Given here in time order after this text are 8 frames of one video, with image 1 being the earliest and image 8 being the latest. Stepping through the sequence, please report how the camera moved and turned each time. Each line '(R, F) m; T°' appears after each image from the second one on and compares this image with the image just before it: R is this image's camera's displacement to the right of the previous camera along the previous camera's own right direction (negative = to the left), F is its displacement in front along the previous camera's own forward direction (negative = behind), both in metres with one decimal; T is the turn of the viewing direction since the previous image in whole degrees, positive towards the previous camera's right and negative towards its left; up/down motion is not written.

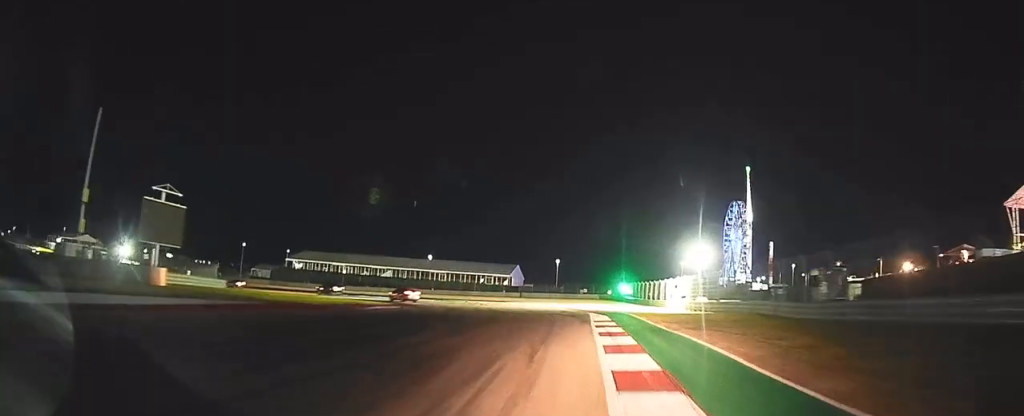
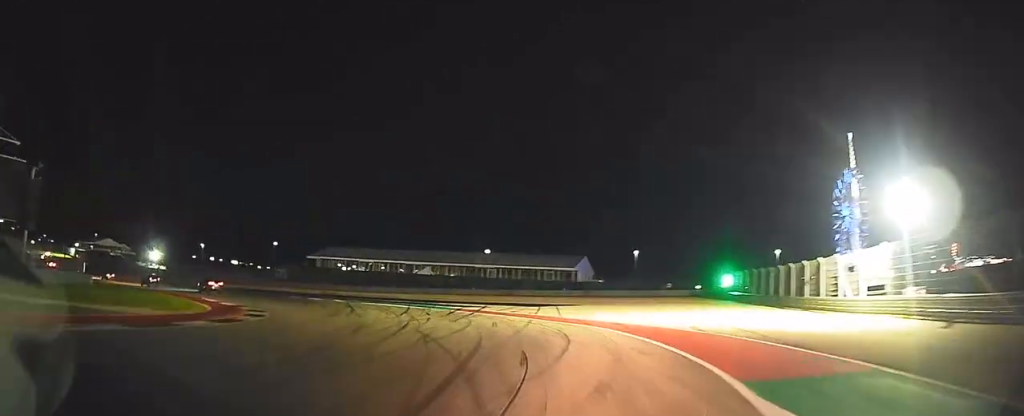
(+0.4, +33.4) m; -23°
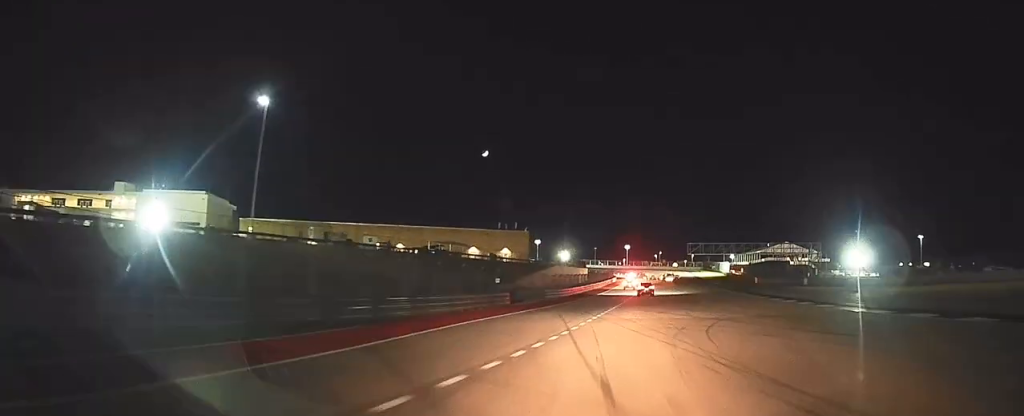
(-55.8, +86.4) m; -39°
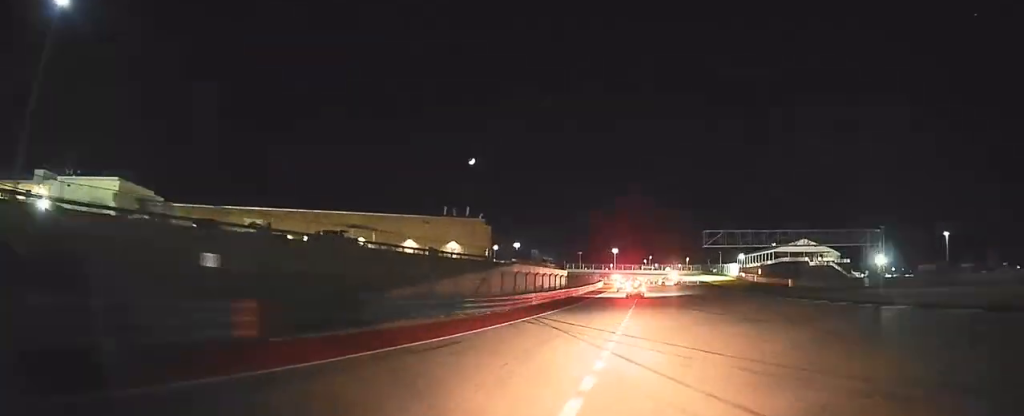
(+0.5, +26.6) m; +1°
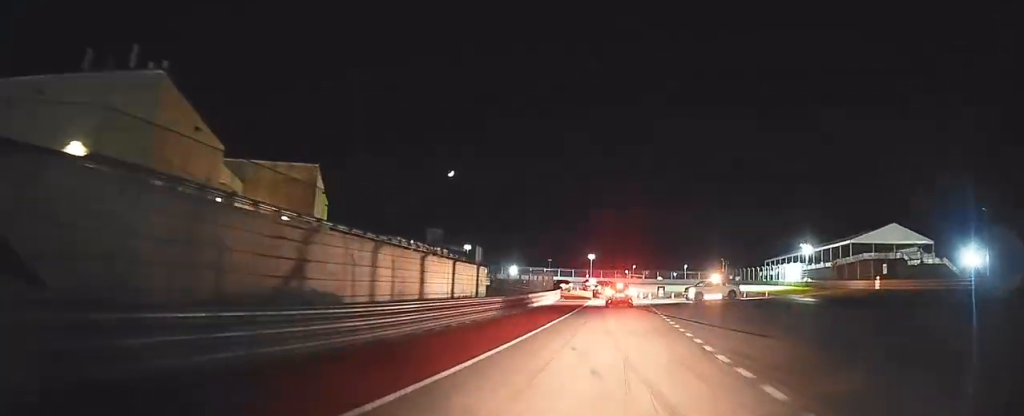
(+0.7, +57.4) m; +1°
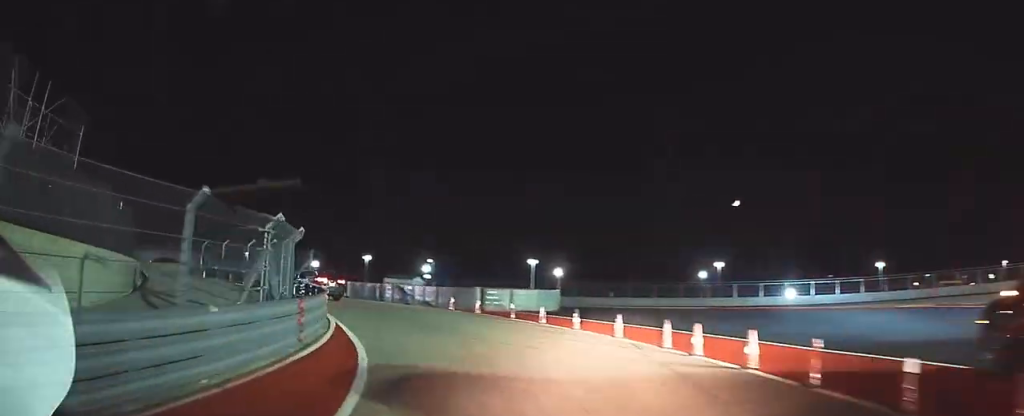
(-20.7, +68.4) m; -61°
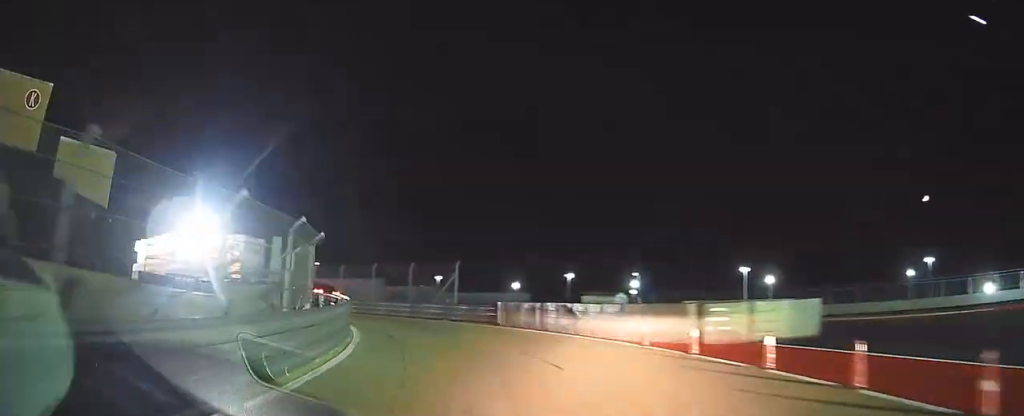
(-4.4, +13.0) m; -18°
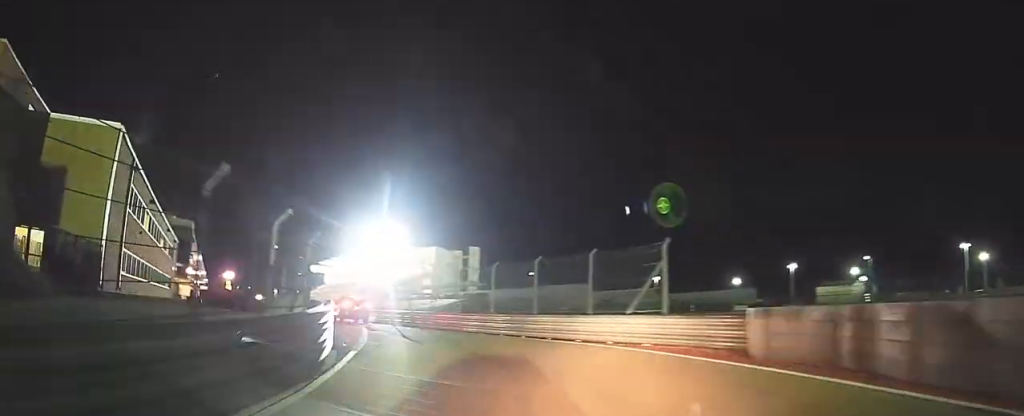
(-1.9, +14.1) m; -17°
